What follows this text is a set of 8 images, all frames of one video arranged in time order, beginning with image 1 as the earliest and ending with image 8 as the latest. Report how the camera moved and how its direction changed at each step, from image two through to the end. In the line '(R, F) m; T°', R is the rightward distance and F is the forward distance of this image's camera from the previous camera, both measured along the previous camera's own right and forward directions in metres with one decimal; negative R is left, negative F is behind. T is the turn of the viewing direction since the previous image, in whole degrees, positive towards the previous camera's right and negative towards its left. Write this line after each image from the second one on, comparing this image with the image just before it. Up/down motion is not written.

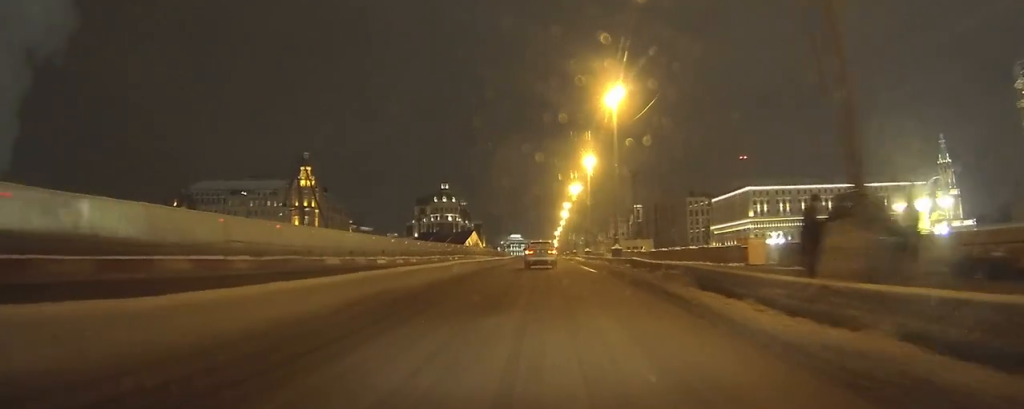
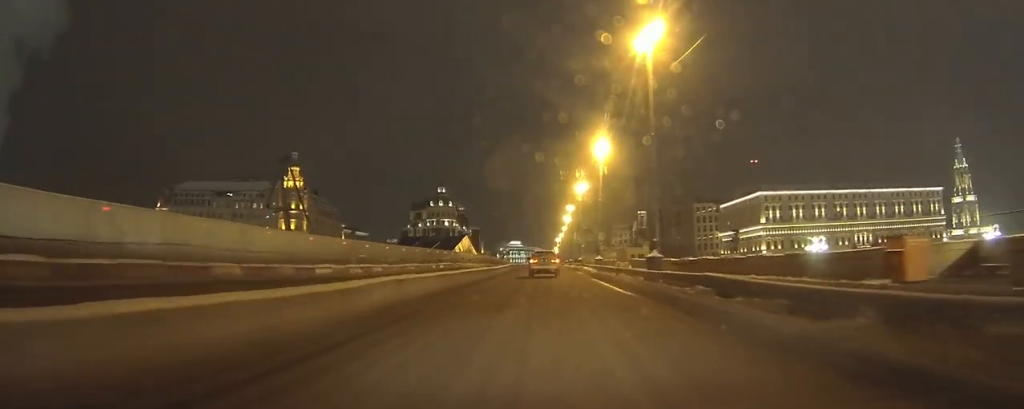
(0.0, +11.3) m; +1°
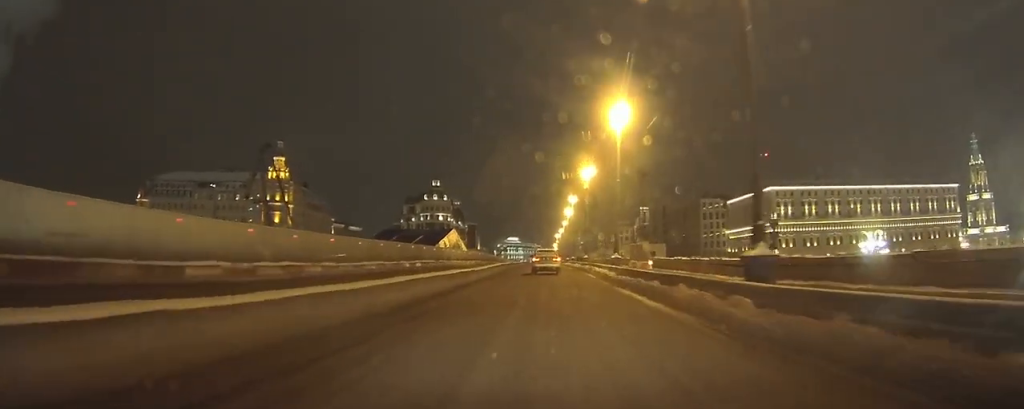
(+0.1, +11.2) m; 0°
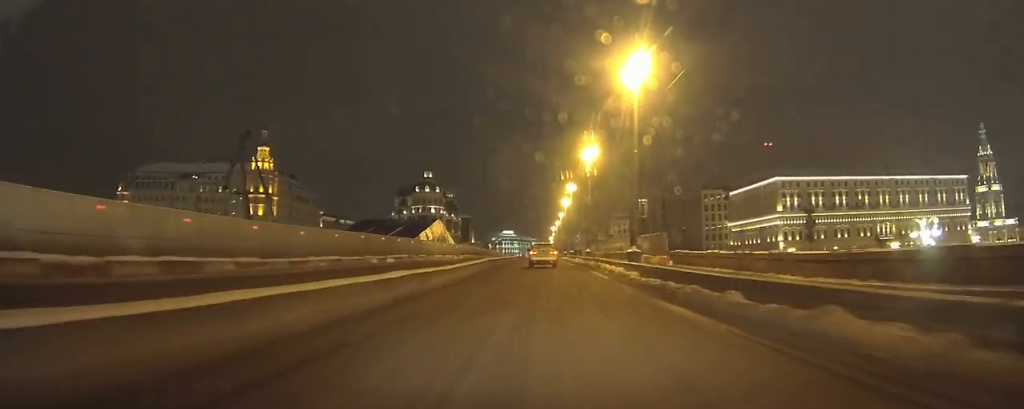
(0.0, +8.5) m; 0°
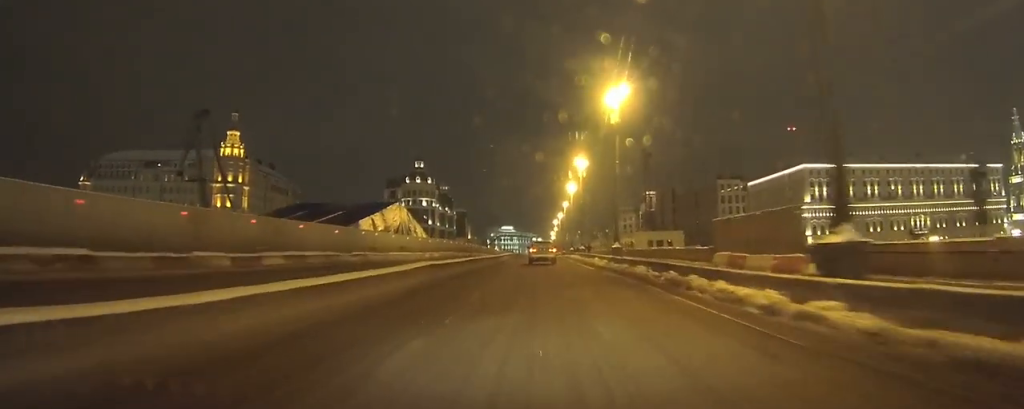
(+0.1, +20.8) m; 0°
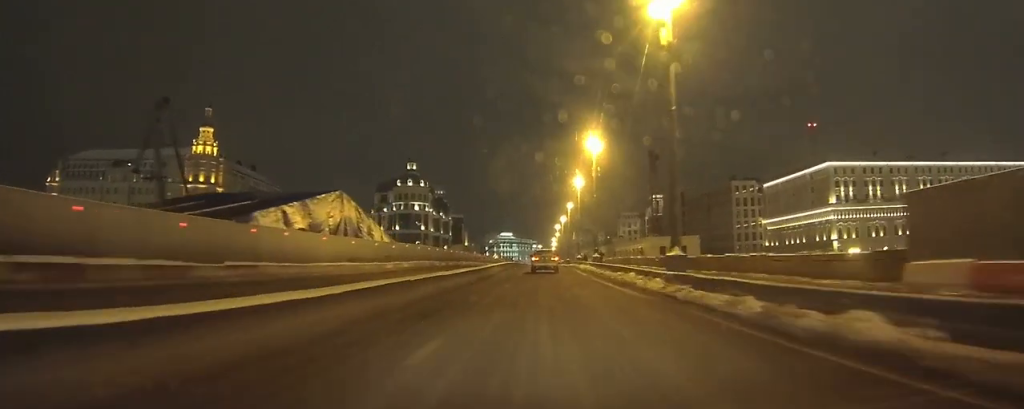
(+0.1, +17.2) m; +1°
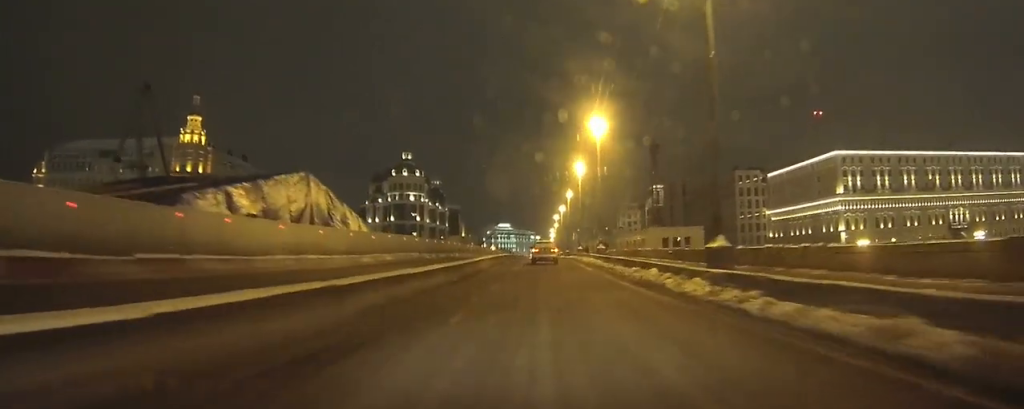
(0.0, +6.0) m; 0°
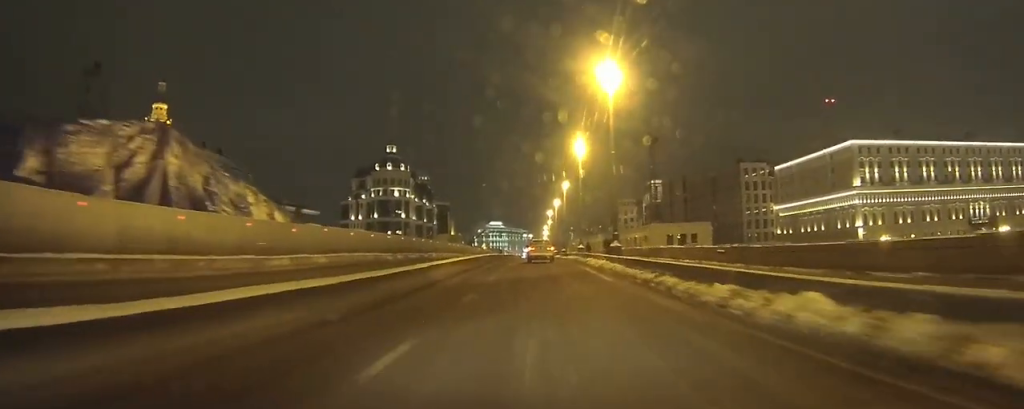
(0.0, +14.8) m; 0°
